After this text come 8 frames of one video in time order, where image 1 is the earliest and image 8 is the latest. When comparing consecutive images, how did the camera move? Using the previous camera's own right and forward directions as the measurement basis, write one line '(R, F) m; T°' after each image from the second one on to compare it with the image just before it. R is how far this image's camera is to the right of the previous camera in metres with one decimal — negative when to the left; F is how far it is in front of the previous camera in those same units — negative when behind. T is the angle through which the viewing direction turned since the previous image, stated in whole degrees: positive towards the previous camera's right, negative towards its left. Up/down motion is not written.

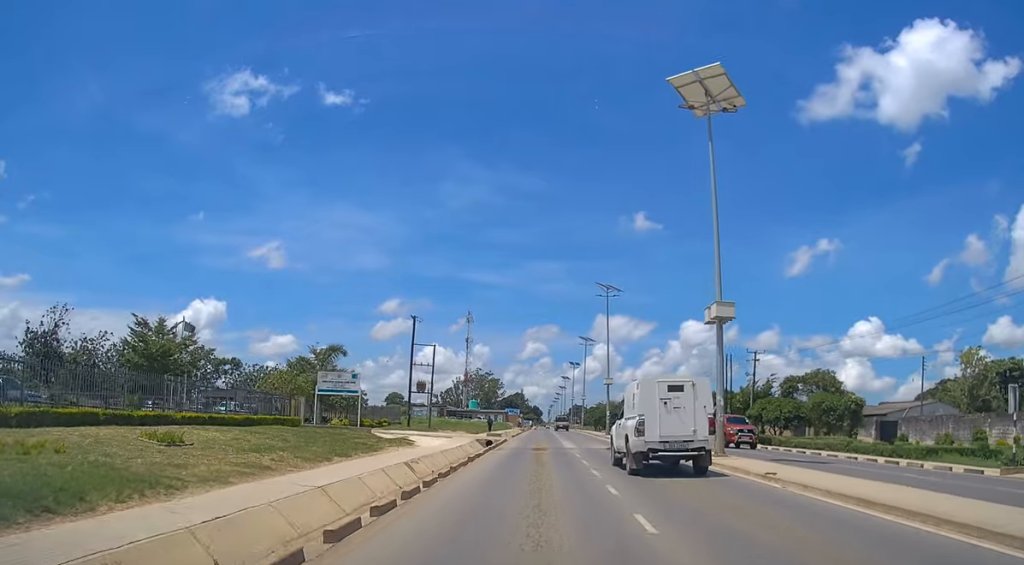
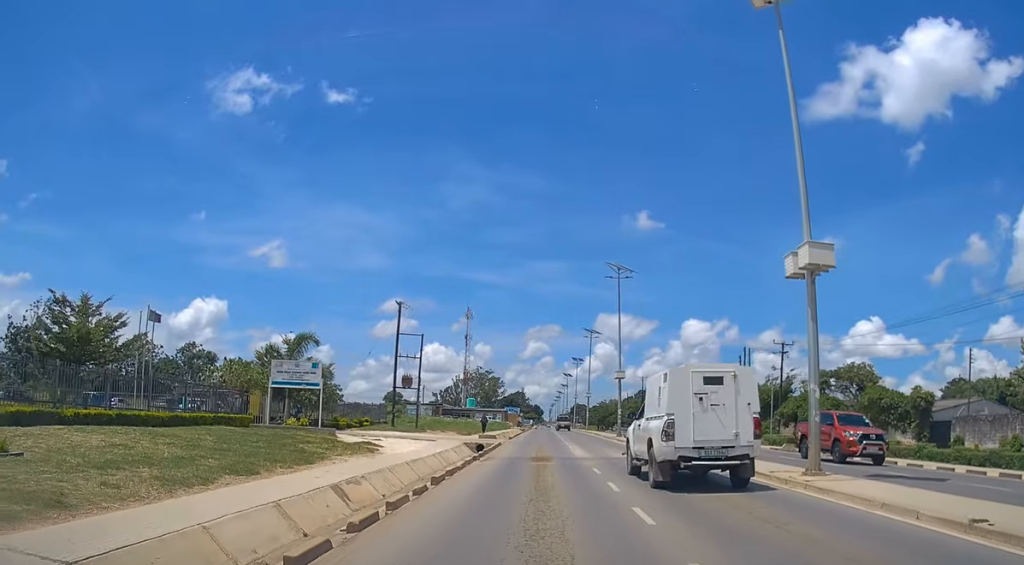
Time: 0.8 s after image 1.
(0.0, +7.1) m; 0°
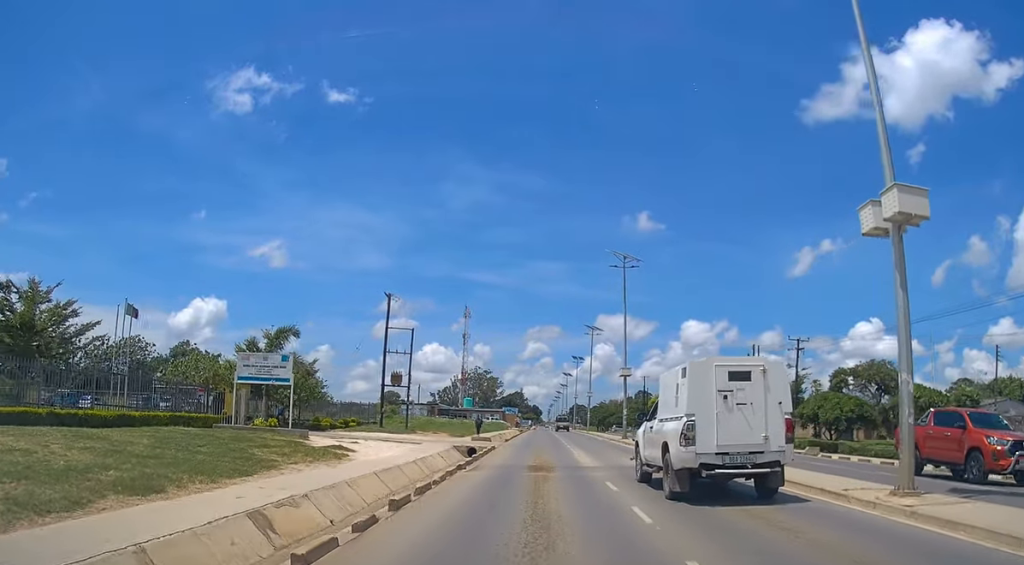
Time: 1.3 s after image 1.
(0.0, +3.9) m; 0°
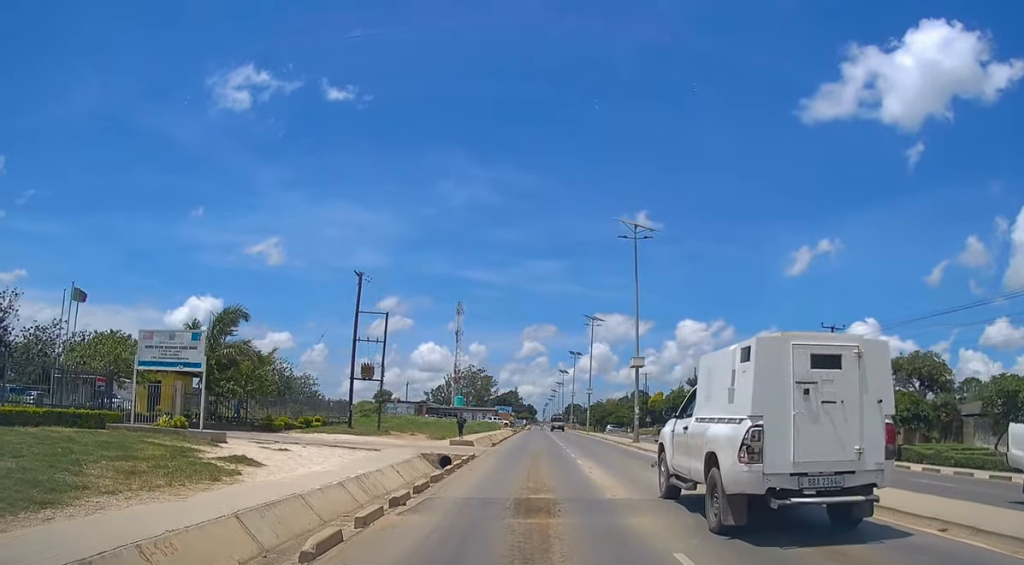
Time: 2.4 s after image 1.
(0.0, +7.4) m; -1°
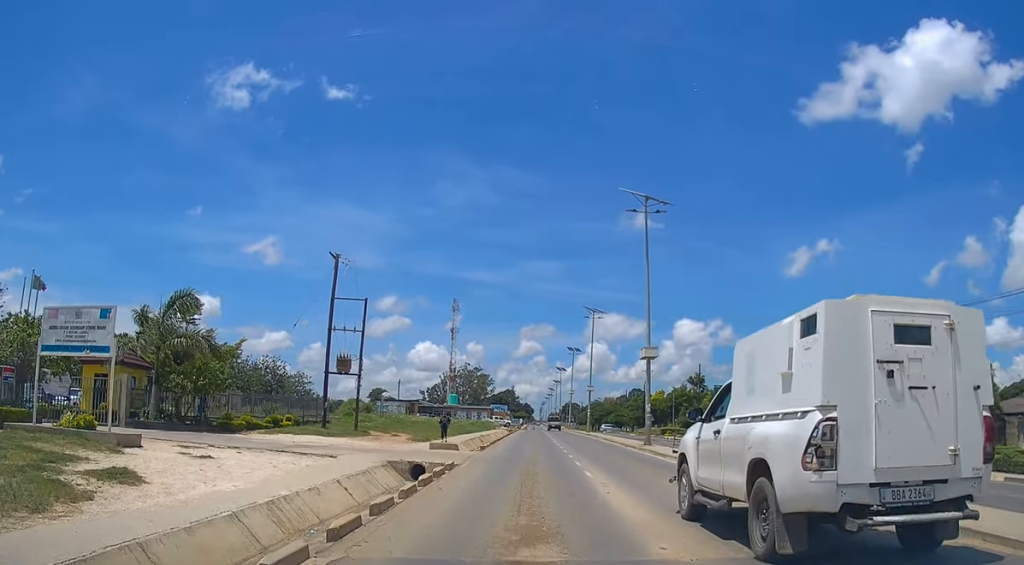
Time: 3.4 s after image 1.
(0.0, +4.7) m; 0°
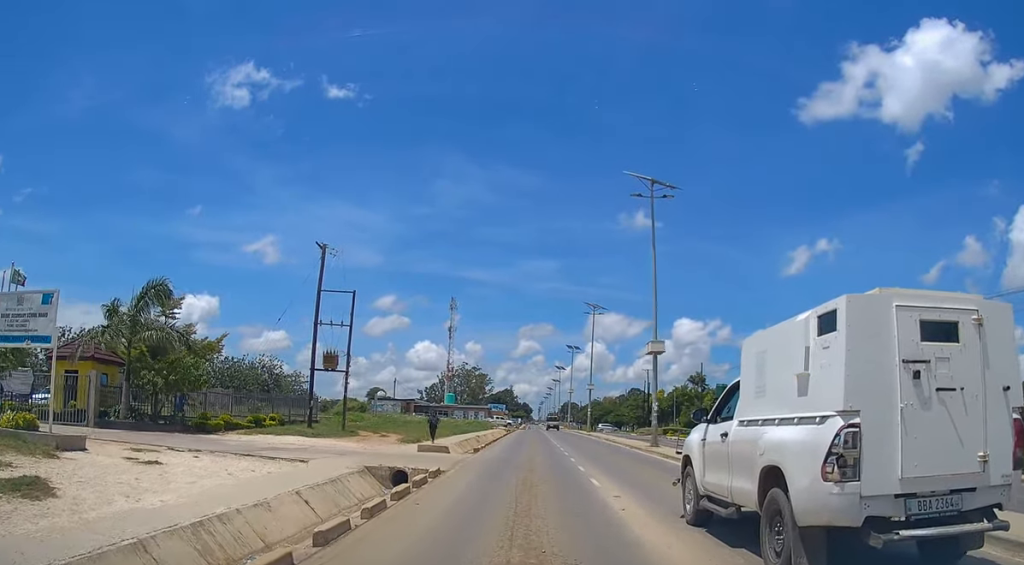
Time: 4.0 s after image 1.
(+0.1, +2.3) m; 0°
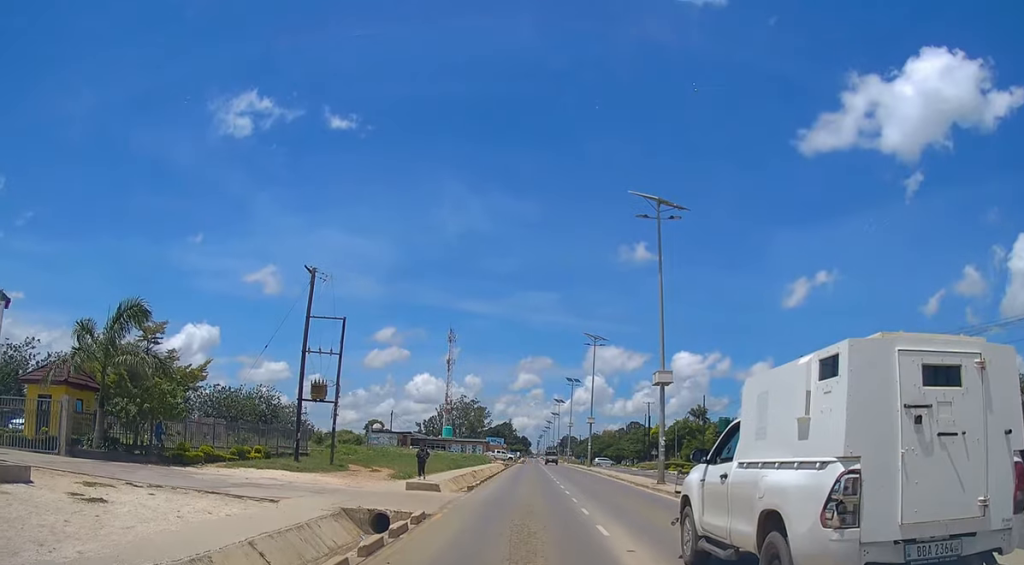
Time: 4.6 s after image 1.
(0.0, +2.0) m; -1°
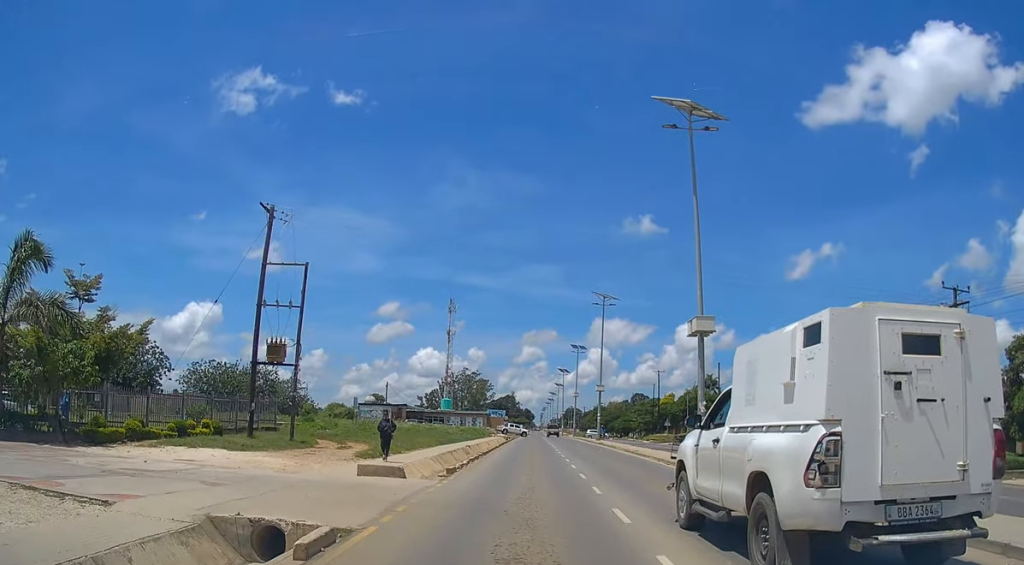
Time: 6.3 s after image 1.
(-0.1, +6.7) m; 0°
